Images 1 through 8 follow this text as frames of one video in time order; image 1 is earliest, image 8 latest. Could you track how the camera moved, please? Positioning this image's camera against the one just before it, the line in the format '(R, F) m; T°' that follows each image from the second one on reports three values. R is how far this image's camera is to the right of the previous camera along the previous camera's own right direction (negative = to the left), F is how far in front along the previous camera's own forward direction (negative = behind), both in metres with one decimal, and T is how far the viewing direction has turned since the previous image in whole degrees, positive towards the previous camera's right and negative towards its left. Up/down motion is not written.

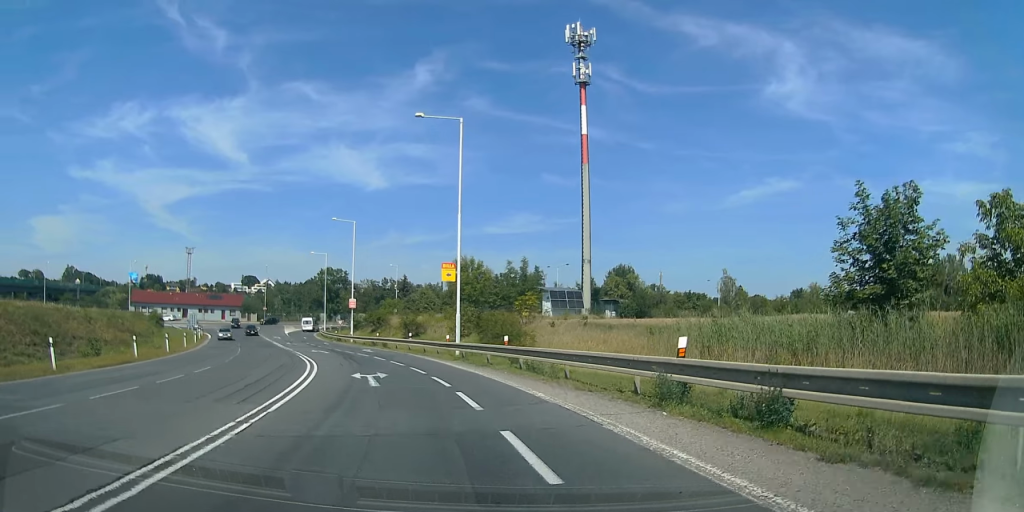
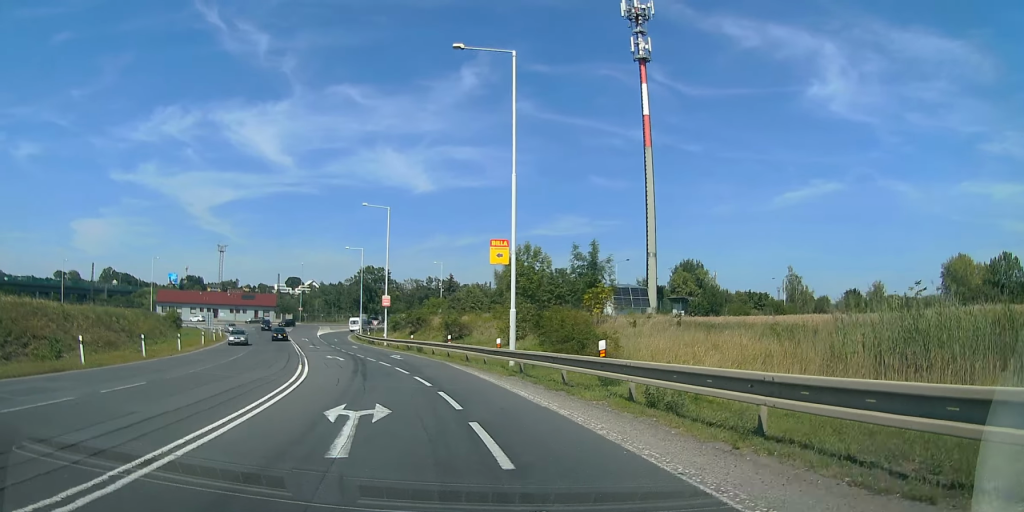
(-0.5, +8.3) m; -7°
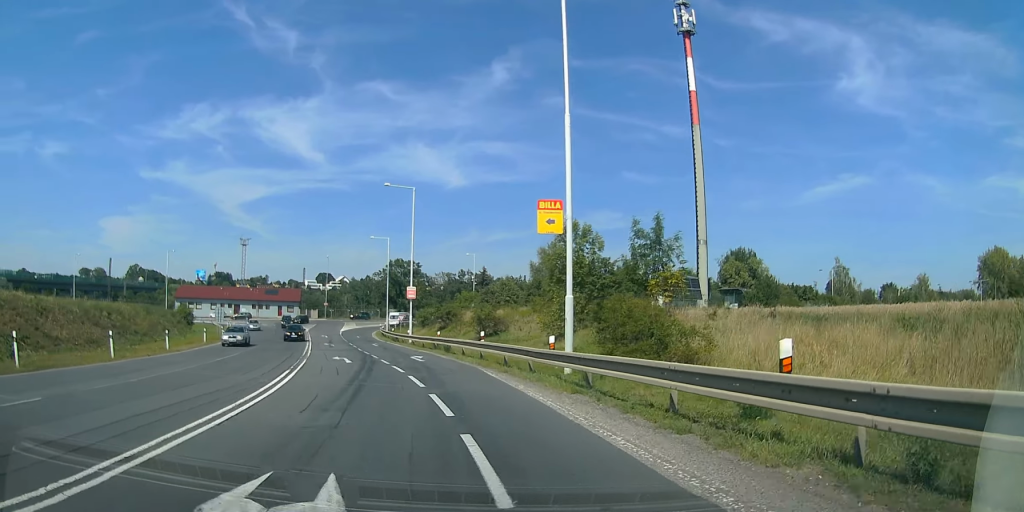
(-0.4, +5.7) m; -2°
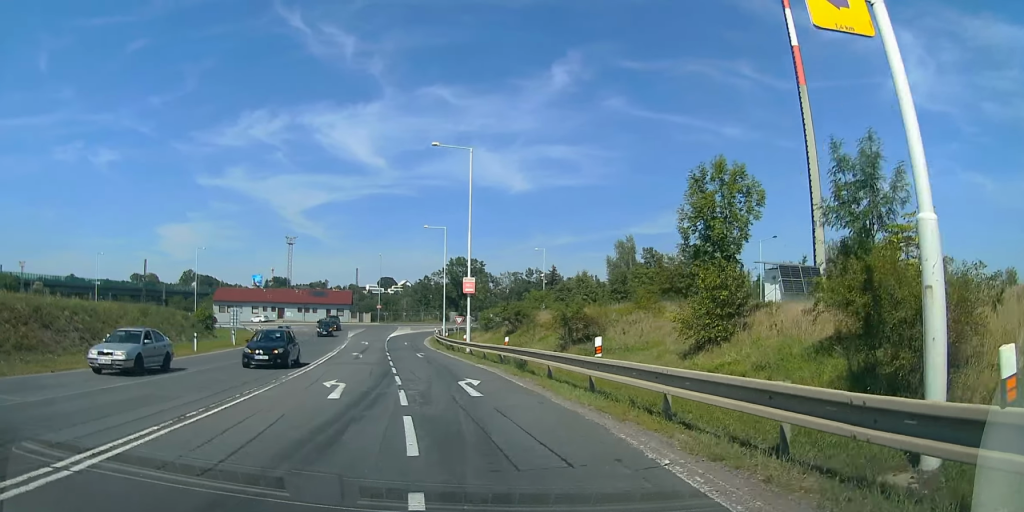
(-0.3, +11.3) m; -1°
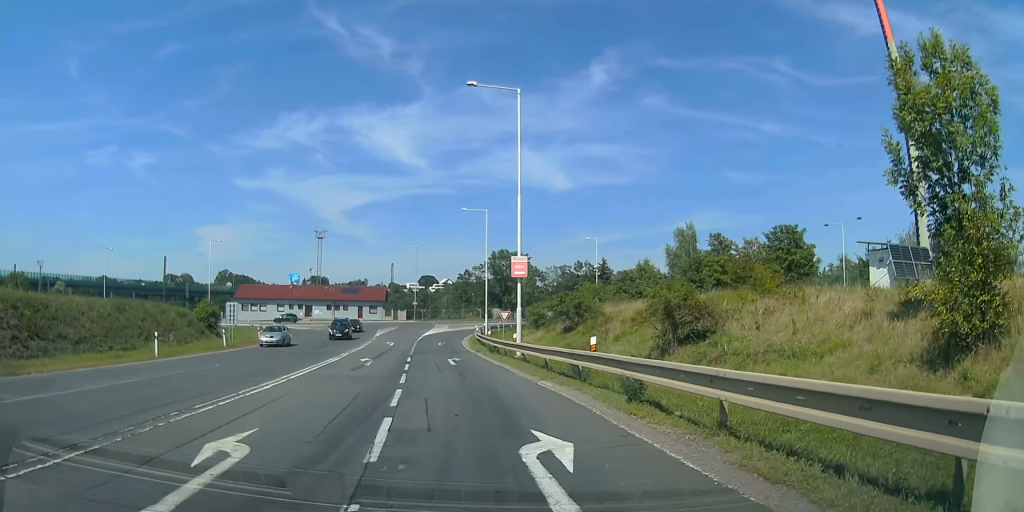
(0.0, +9.0) m; 0°
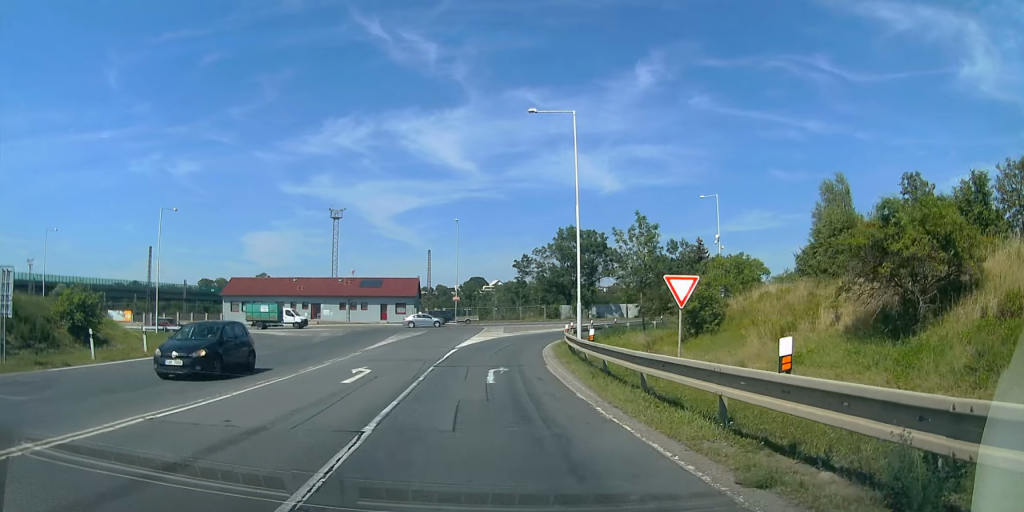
(-1.5, +27.1) m; -5°
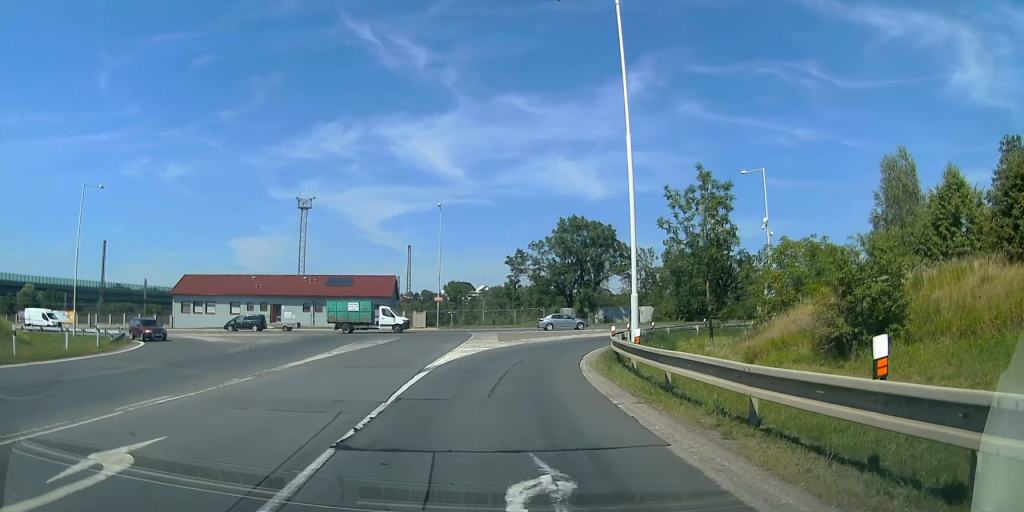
(+0.1, +12.3) m; +4°
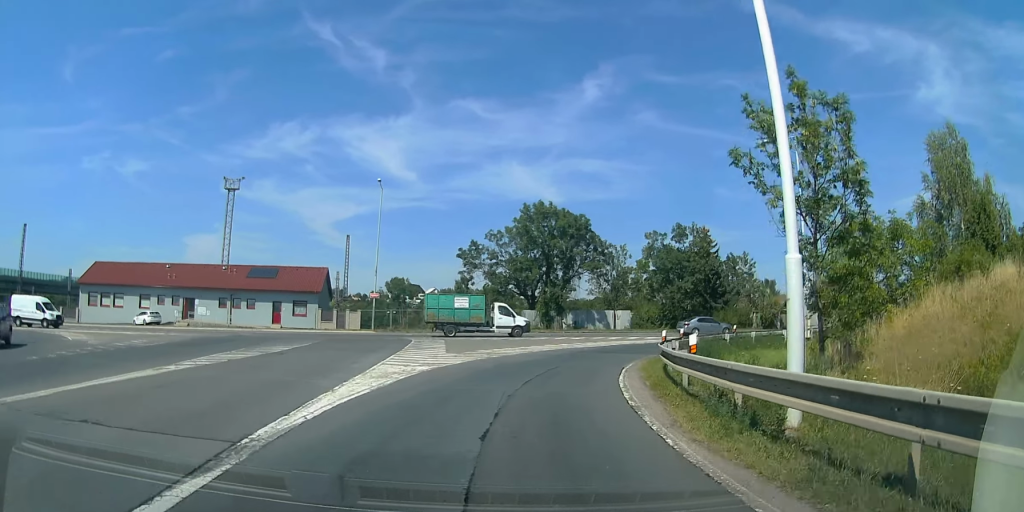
(+0.6, +11.3) m; +10°
